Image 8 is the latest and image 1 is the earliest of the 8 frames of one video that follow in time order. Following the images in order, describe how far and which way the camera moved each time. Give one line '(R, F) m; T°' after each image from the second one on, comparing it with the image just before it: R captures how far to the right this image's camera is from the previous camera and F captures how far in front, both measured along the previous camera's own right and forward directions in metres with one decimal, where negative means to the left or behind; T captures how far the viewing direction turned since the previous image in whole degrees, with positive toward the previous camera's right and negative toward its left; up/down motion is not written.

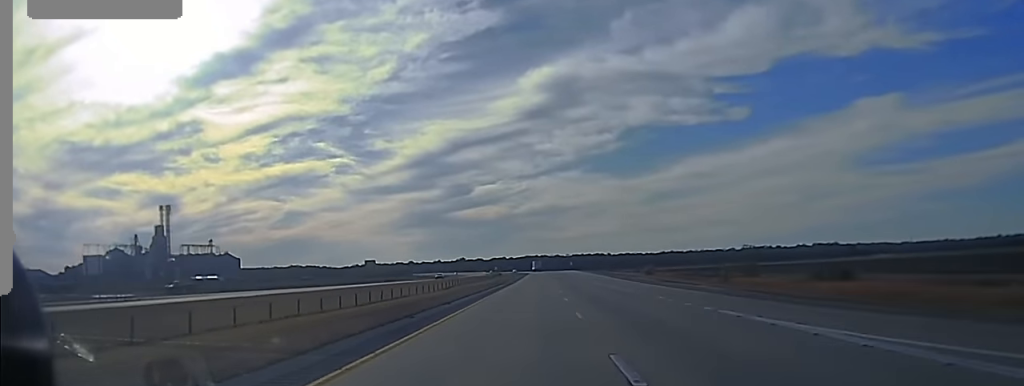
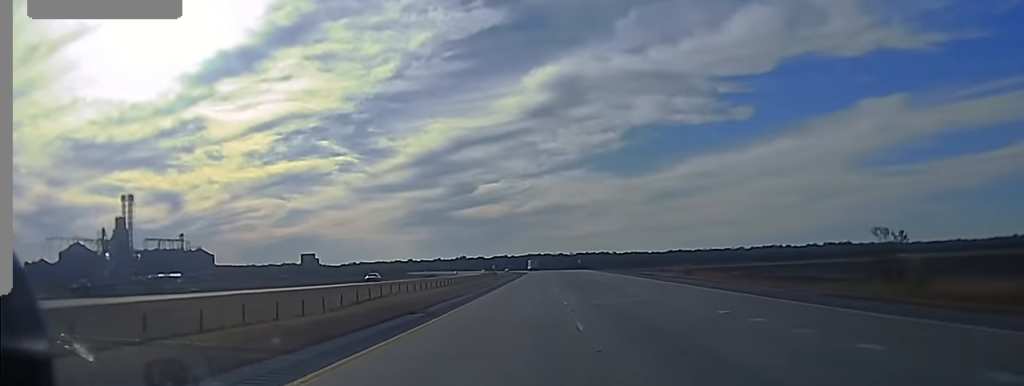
(-0.4, +54.5) m; 0°
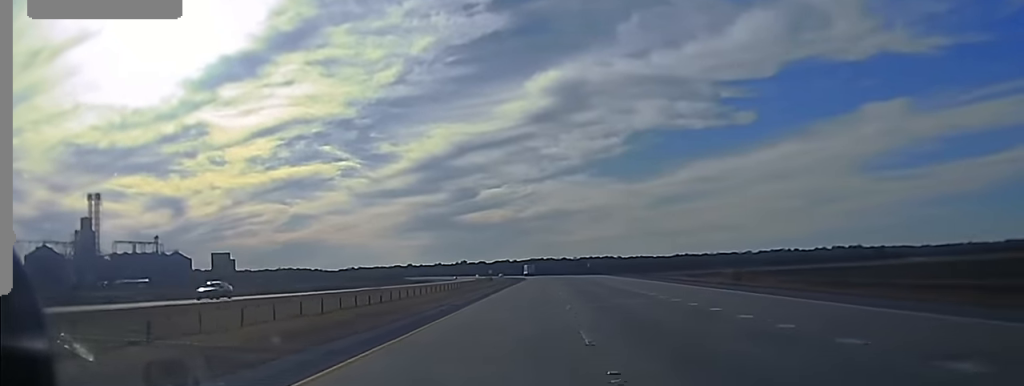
(0.0, +37.7) m; 0°
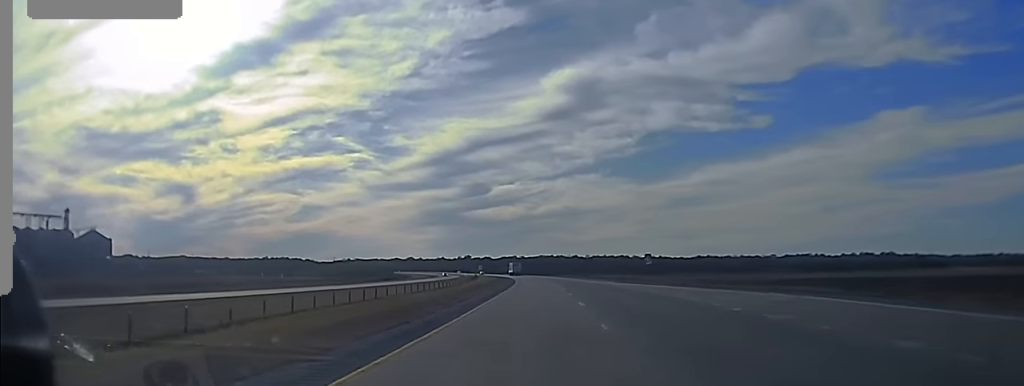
(+0.2, +105.5) m; -1°
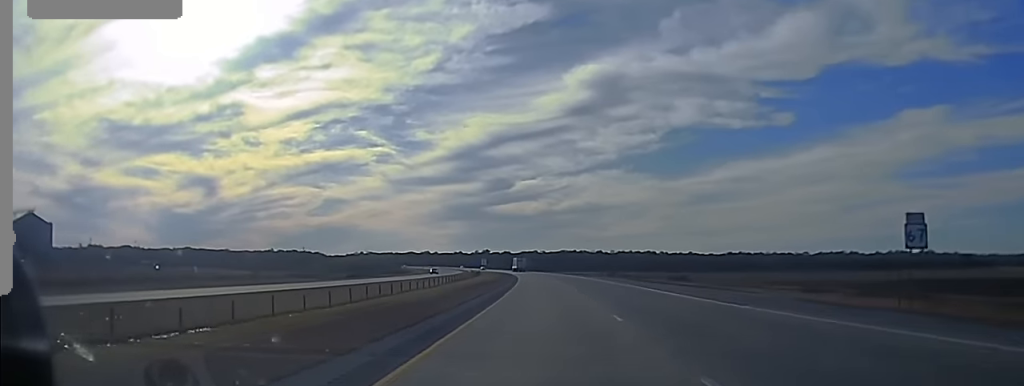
(-1.2, +71.7) m; -2°
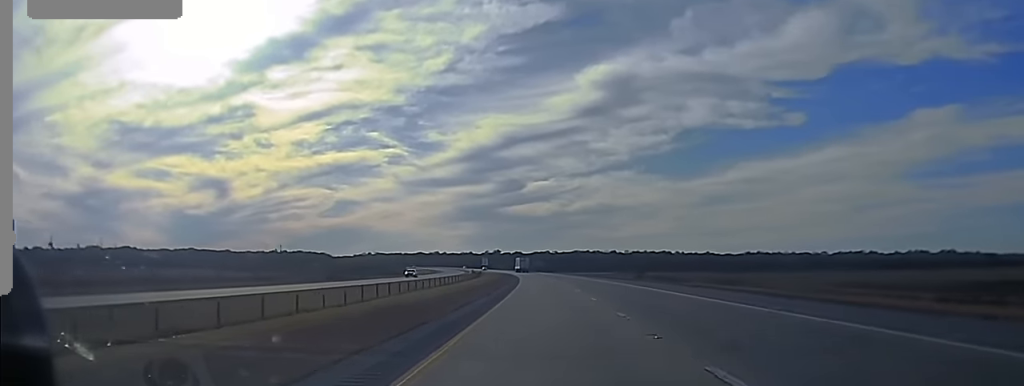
(+0.1, +36.9) m; -1°
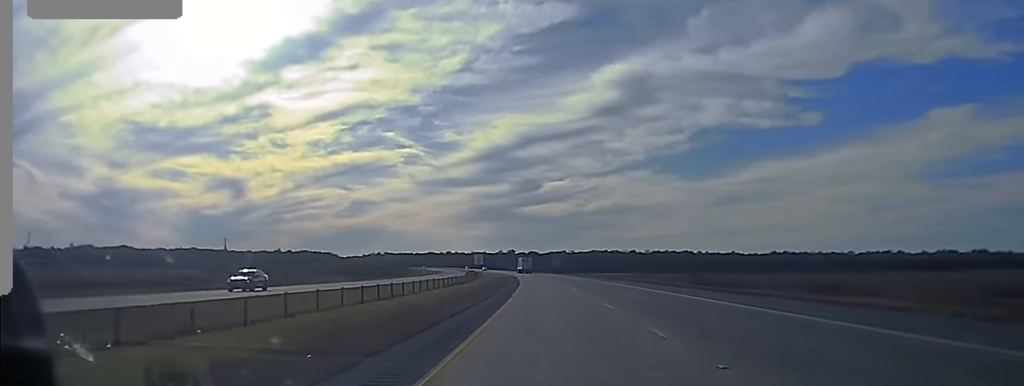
(-0.8, +51.0) m; -1°
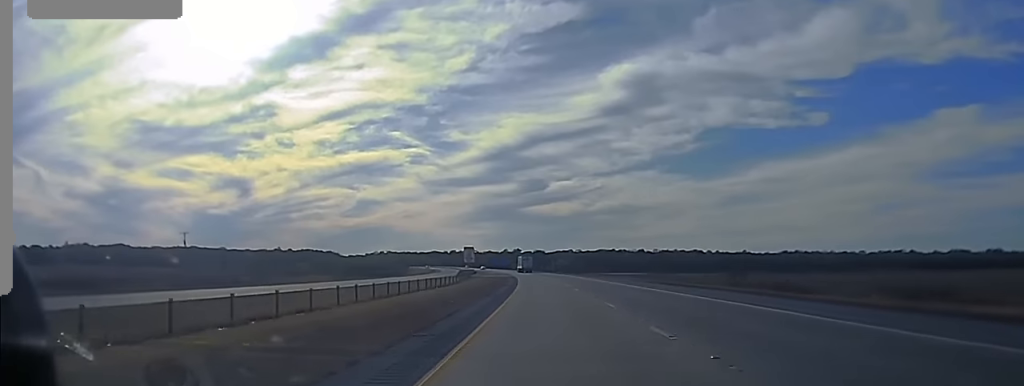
(-0.1, +24.7) m; 0°
